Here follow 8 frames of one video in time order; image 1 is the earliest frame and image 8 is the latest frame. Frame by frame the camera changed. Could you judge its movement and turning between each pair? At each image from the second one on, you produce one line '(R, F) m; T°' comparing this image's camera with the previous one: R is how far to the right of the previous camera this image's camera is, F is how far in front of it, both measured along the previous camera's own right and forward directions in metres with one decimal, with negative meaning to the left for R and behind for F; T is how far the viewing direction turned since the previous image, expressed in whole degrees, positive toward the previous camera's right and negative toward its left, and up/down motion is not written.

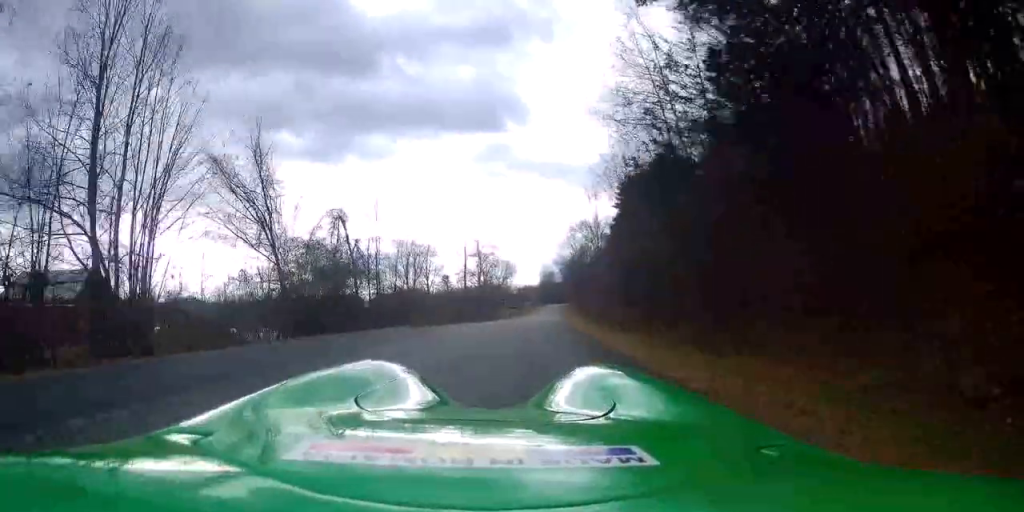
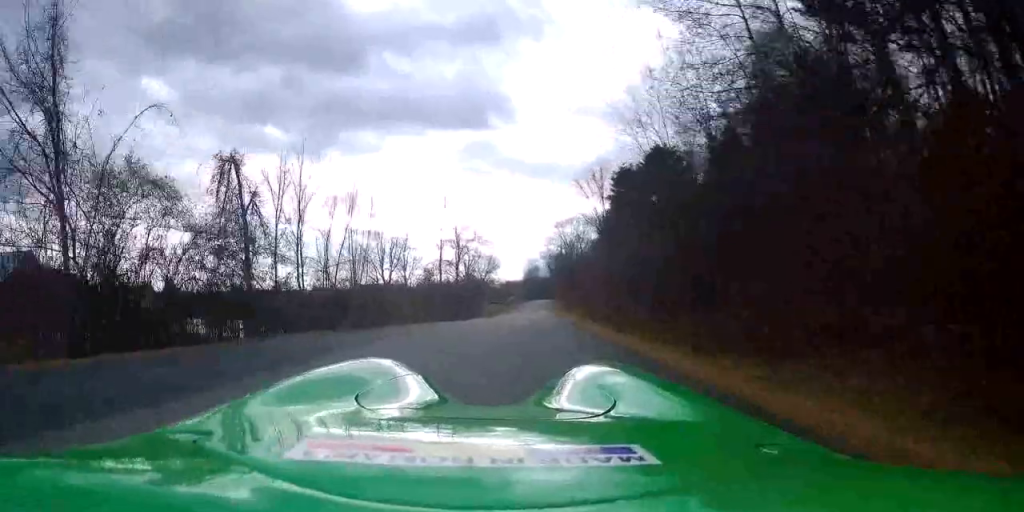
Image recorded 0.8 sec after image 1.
(+0.5, +10.4) m; +3°
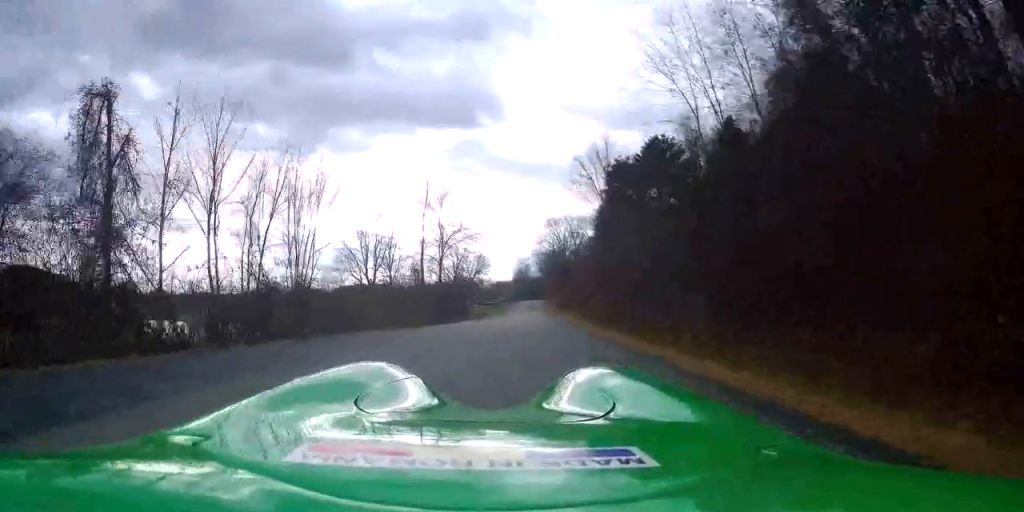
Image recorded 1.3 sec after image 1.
(+0.2, +6.3) m; +1°
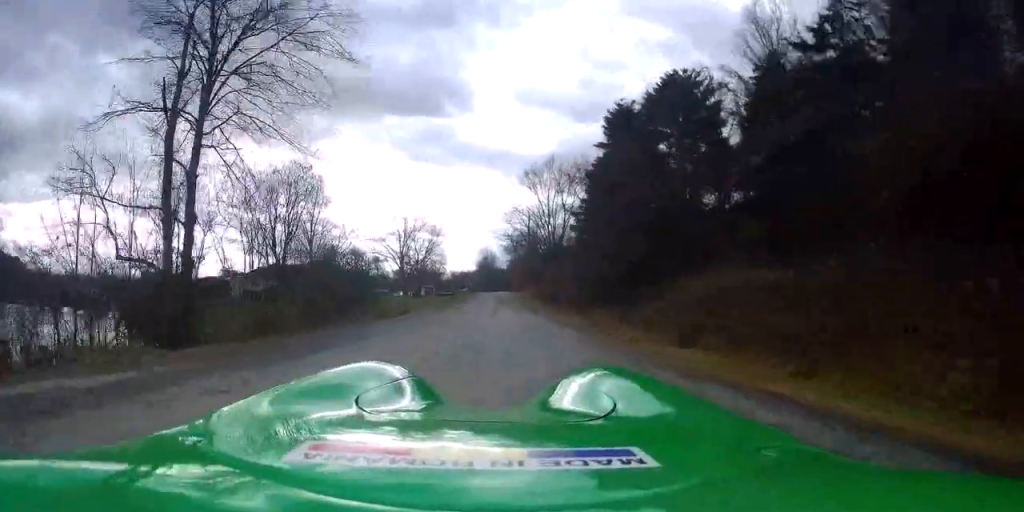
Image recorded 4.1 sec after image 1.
(+0.4, +35.1) m; +5°
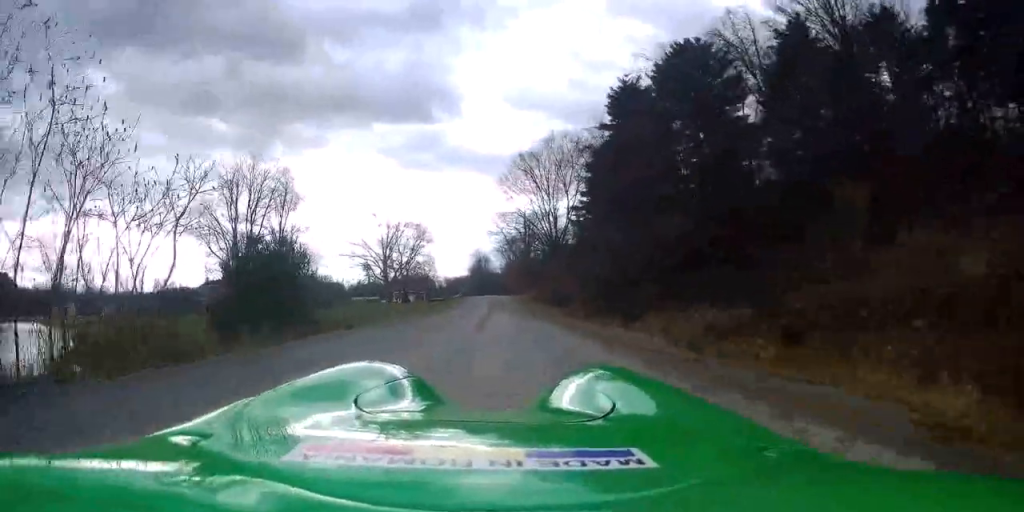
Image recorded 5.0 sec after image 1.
(+0.2, +11.7) m; +1°
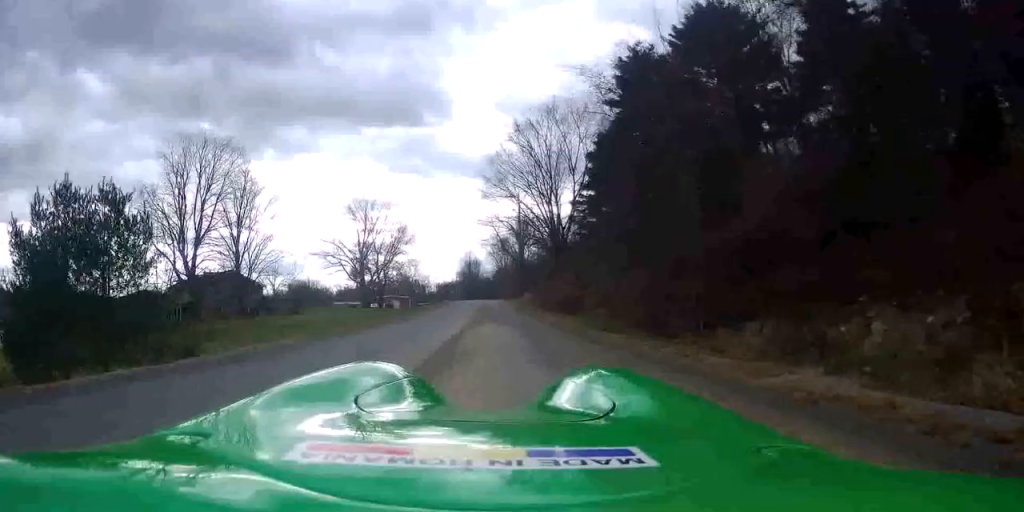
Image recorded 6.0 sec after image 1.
(+0.1, +12.4) m; -1°
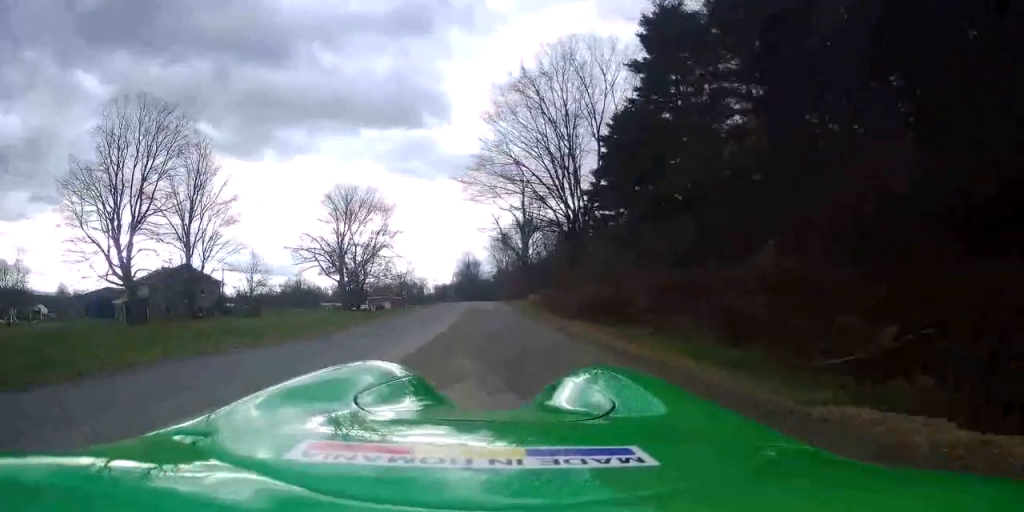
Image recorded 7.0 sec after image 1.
(-0.3, +13.5) m; -2°
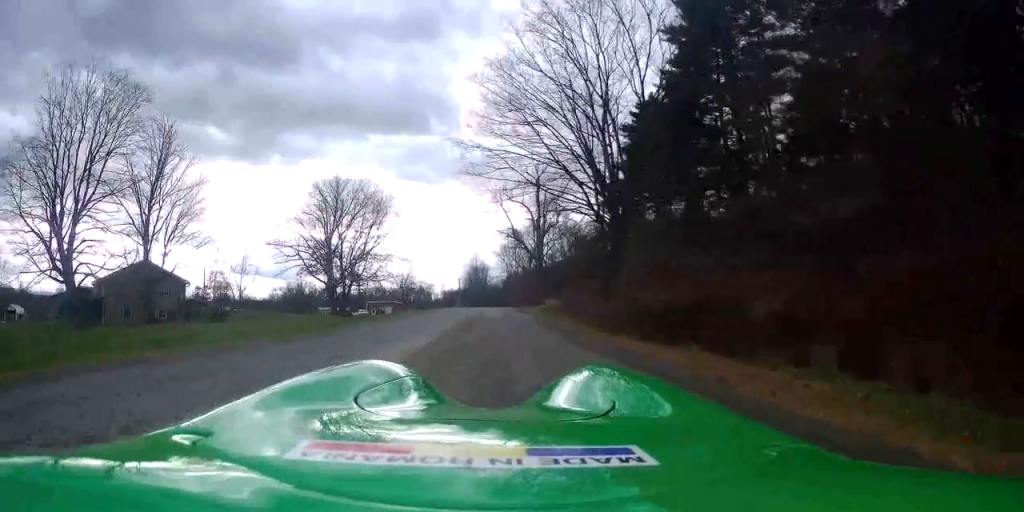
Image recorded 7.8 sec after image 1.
(-0.1, +10.2) m; 0°
